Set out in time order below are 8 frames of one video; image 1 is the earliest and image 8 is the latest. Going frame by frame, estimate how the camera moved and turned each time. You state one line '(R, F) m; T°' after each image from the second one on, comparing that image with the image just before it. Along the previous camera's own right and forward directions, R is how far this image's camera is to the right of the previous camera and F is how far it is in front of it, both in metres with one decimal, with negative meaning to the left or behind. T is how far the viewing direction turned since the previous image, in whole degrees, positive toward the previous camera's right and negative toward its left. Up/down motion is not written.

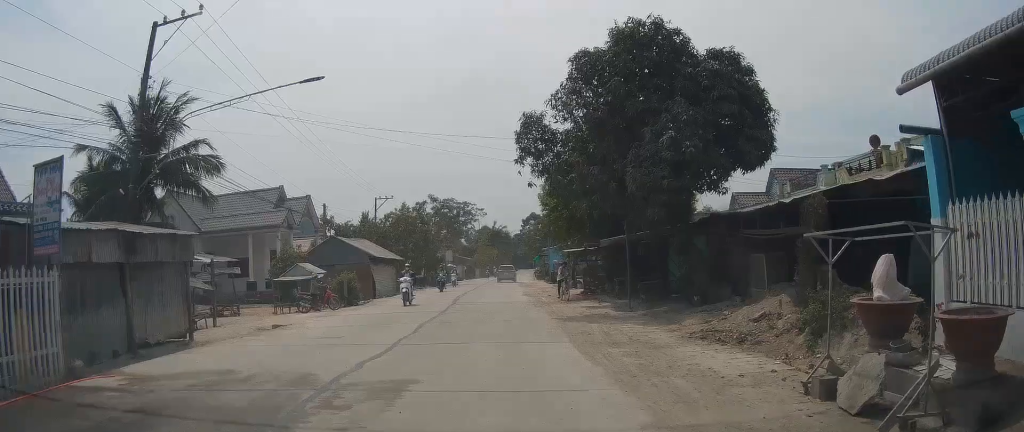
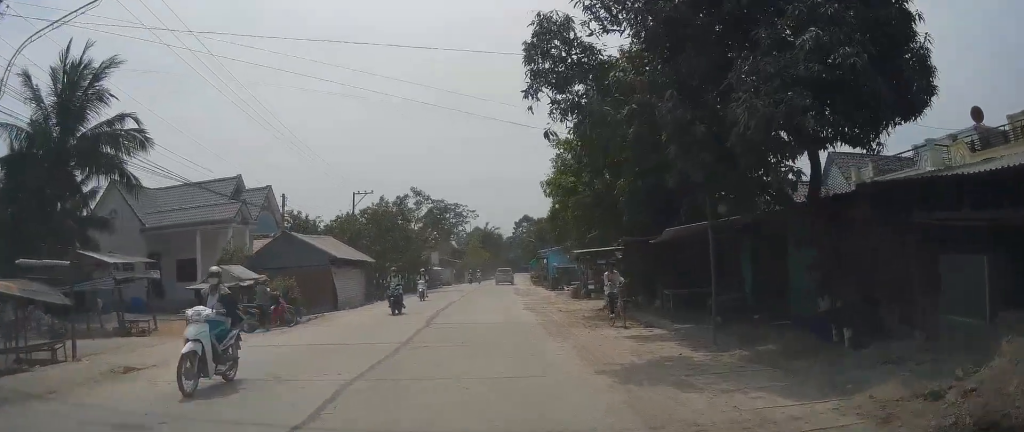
(0.0, +8.0) m; +3°
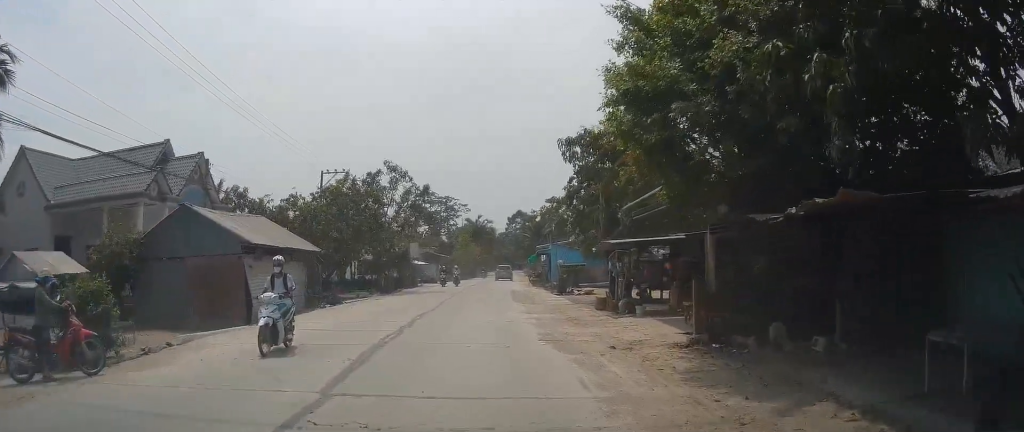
(+0.8, +10.6) m; +7°
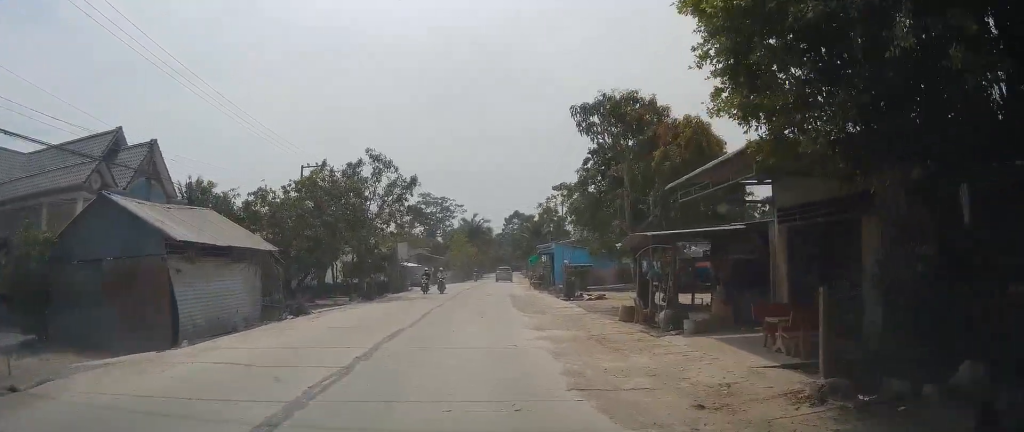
(0.0, +4.9) m; +1°
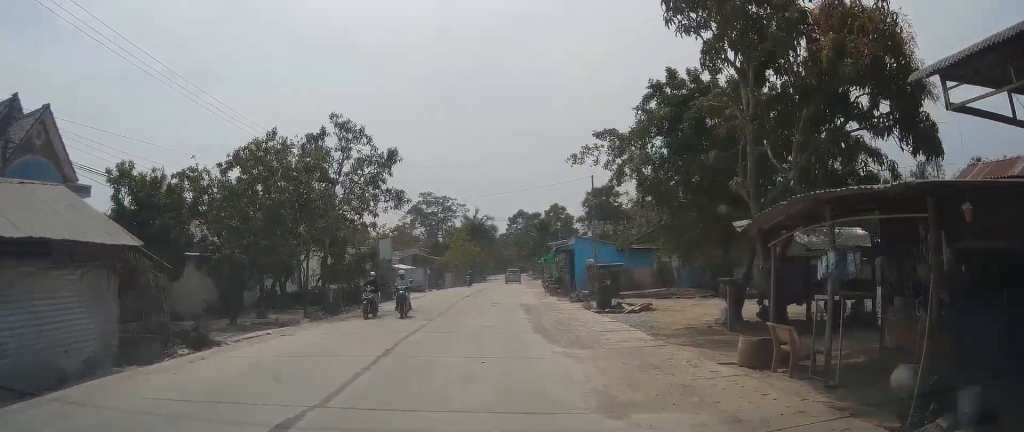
(0.0, +8.5) m; 0°
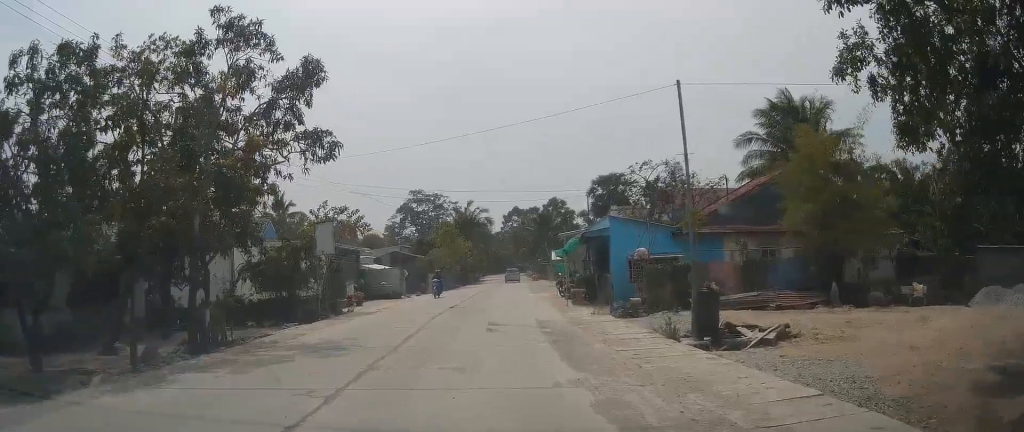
(-0.1, +11.5) m; -1°
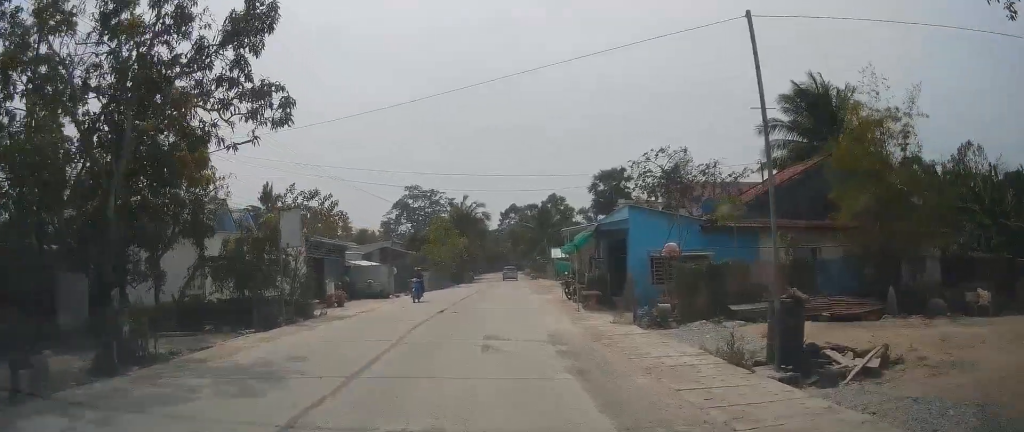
(0.0, +3.7) m; +1°
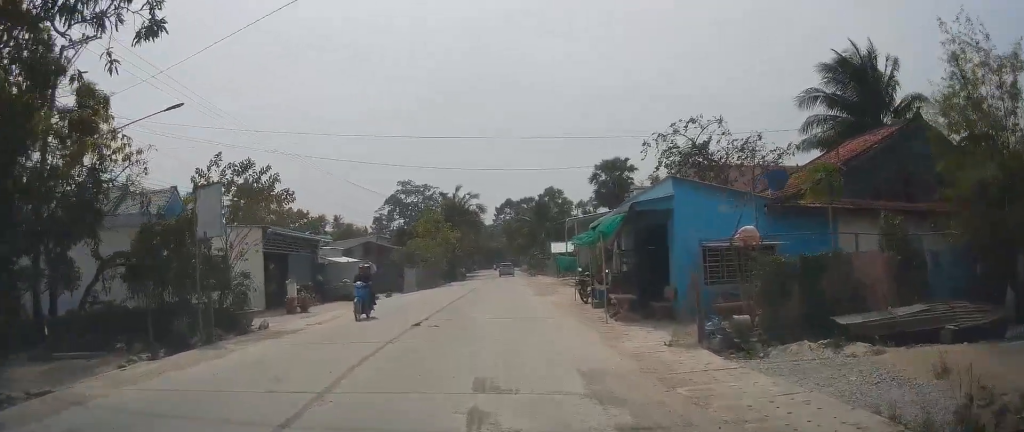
(0.0, +5.6) m; +1°
